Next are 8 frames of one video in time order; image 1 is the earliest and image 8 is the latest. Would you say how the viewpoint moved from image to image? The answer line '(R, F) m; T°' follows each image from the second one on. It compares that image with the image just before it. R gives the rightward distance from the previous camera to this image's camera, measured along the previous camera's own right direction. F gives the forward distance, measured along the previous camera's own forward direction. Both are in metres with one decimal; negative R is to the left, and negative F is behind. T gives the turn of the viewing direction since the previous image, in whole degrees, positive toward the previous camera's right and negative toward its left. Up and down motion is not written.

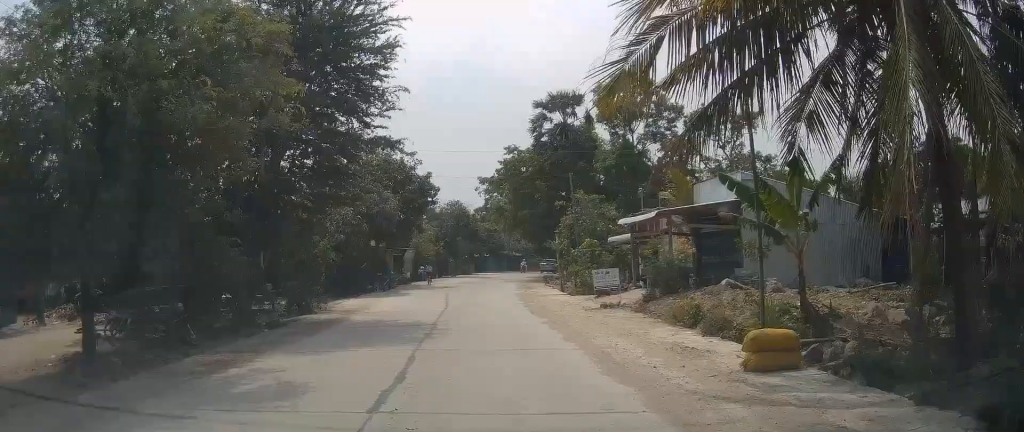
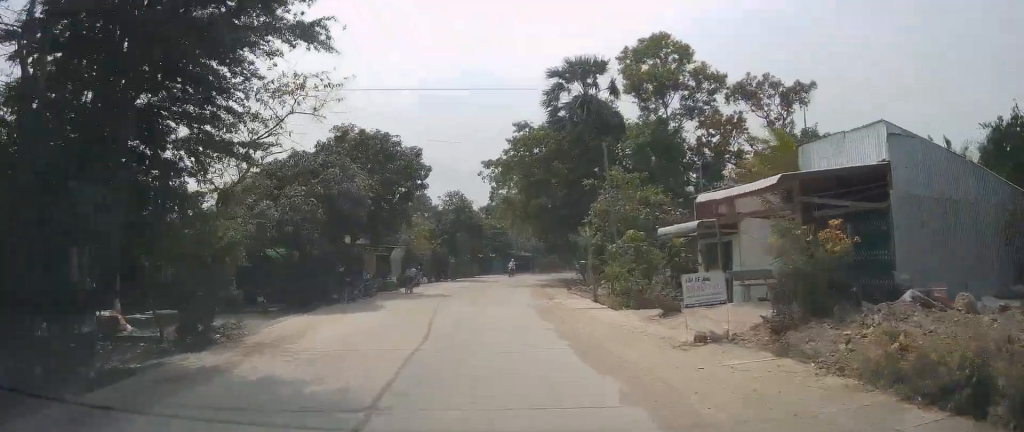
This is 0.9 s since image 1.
(+0.3, +9.0) m; +1°
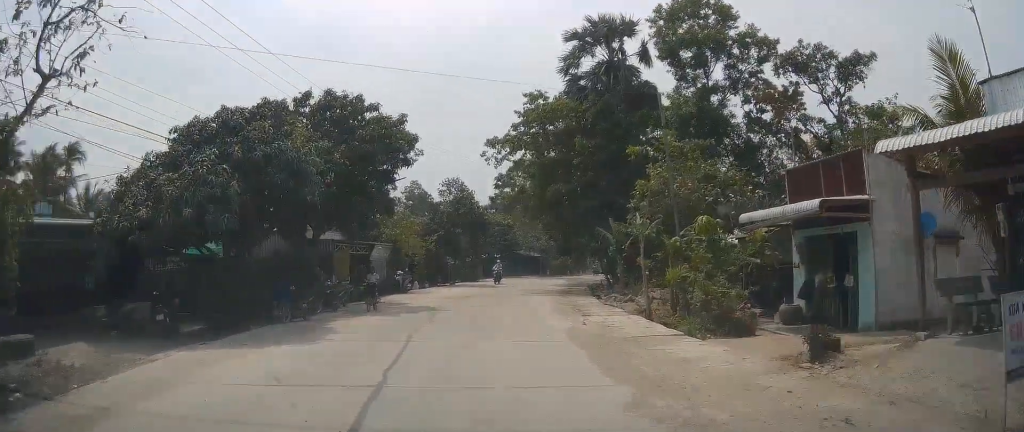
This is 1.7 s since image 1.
(+0.3, +7.8) m; -2°
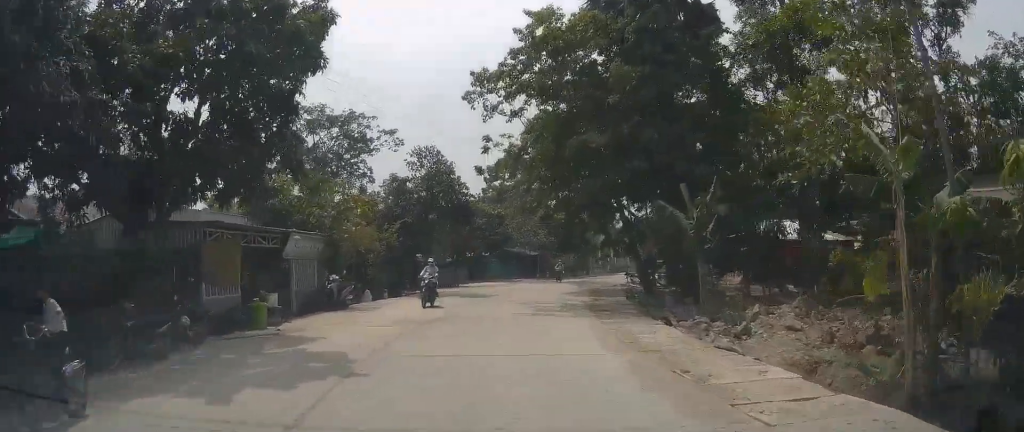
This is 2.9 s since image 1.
(-0.8, +11.6) m; -2°
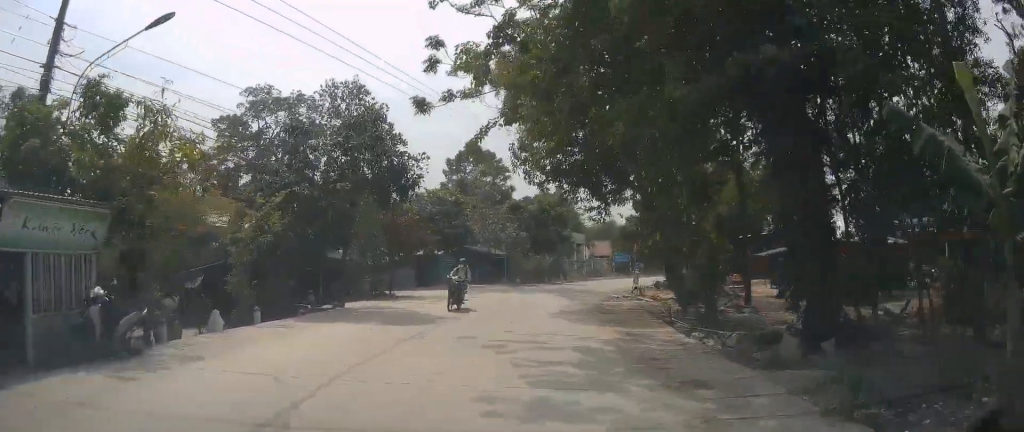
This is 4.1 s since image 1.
(0.0, +11.7) m; -3°
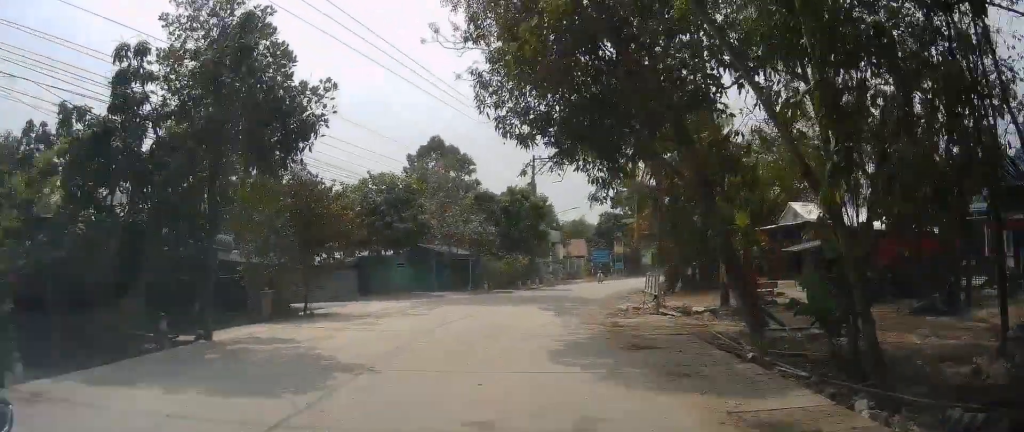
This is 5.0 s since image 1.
(-0.4, +8.5) m; 0°
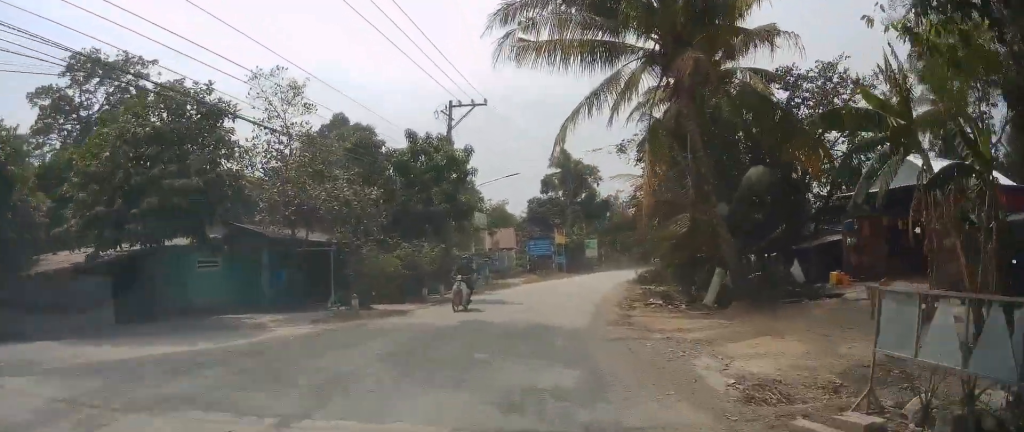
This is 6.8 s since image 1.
(+1.8, +16.6) m; +10°
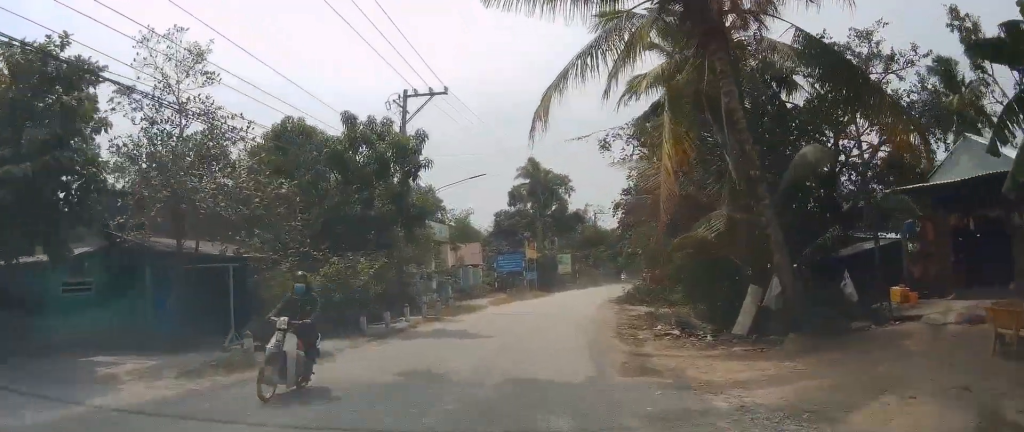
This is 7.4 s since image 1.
(0.0, +5.6) m; 0°
